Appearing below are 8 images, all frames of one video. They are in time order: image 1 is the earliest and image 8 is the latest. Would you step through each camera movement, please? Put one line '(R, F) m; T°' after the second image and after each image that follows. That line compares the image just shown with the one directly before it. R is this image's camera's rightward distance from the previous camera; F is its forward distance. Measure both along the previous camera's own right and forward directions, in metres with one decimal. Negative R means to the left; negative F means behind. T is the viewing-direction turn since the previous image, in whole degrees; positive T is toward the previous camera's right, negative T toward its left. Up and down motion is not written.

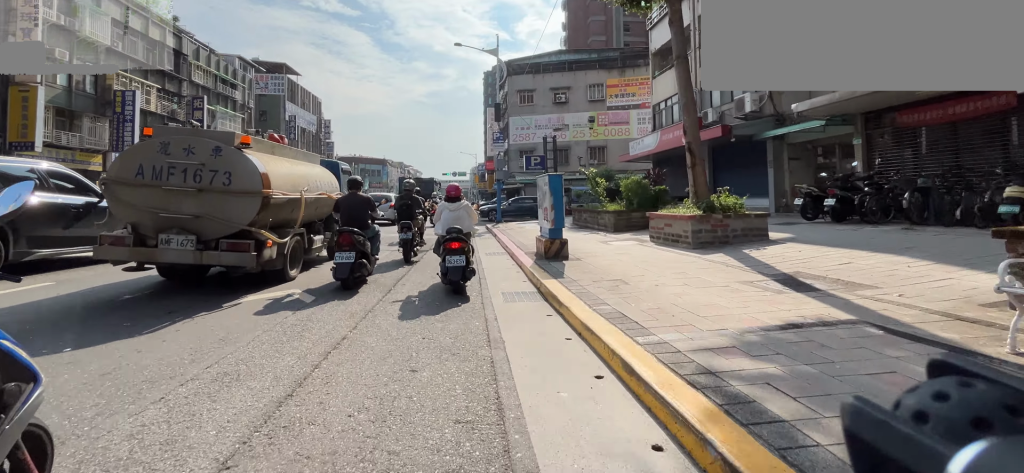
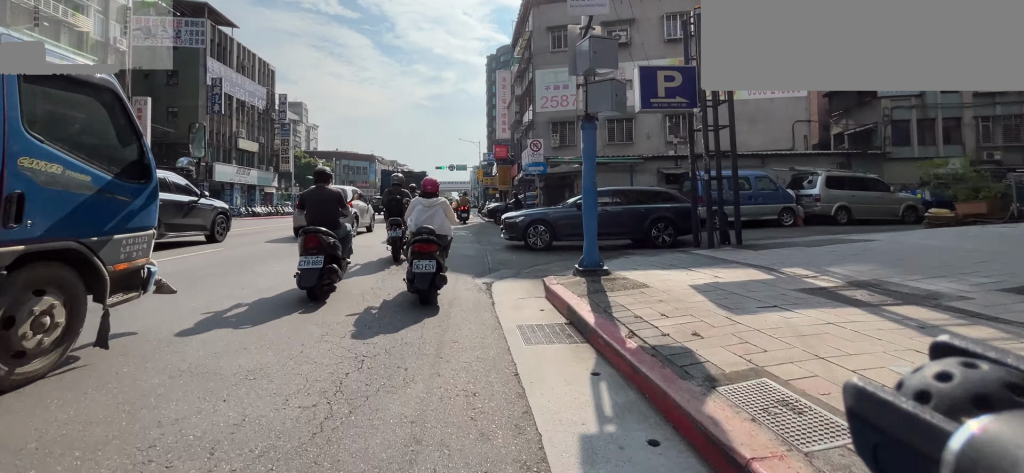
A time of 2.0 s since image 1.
(-0.1, +15.3) m; -1°
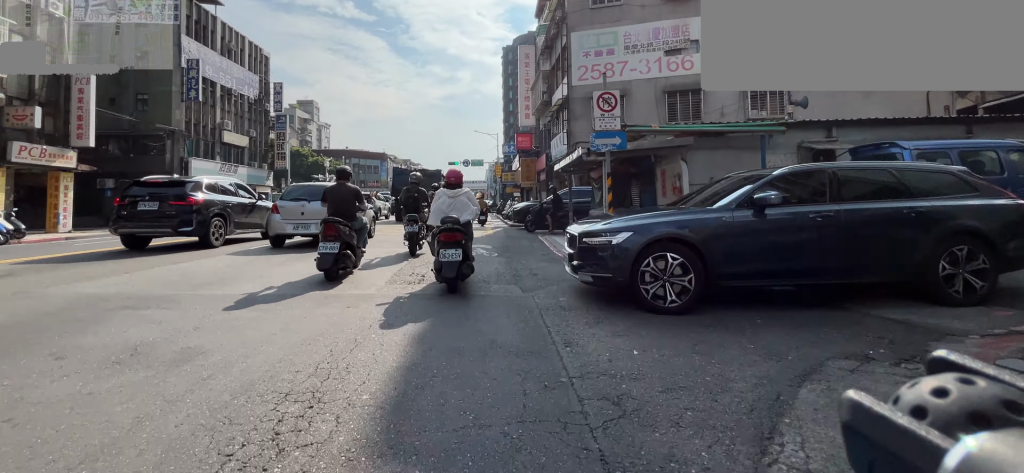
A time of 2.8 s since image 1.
(0.0, +6.3) m; 0°
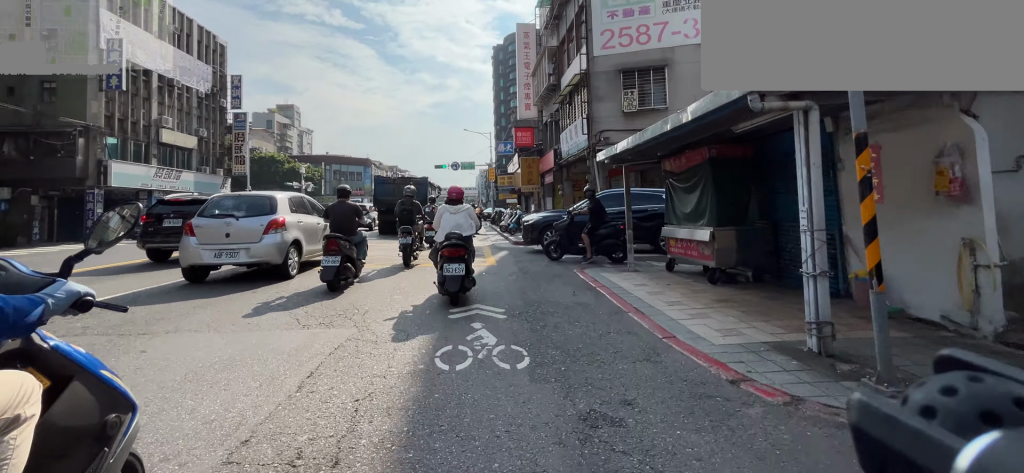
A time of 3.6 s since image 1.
(0.0, +6.1) m; 0°
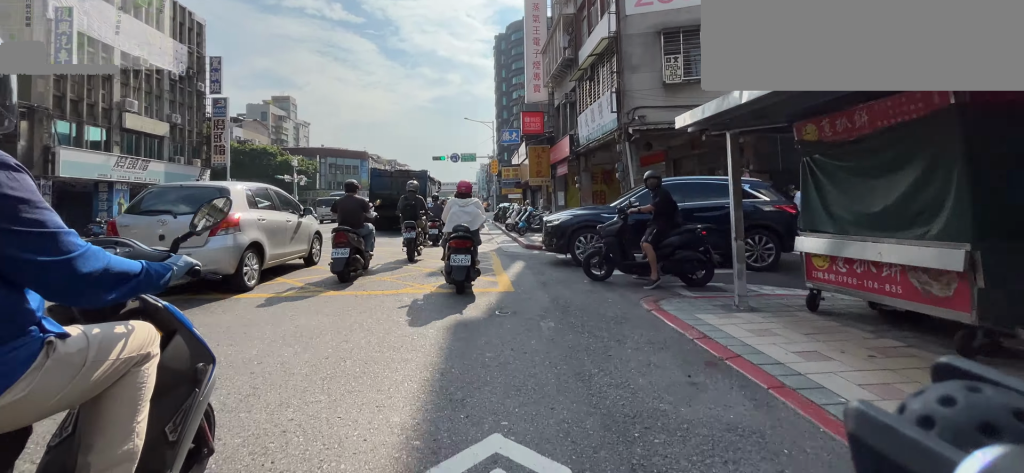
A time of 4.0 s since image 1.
(0.0, +4.0) m; 0°
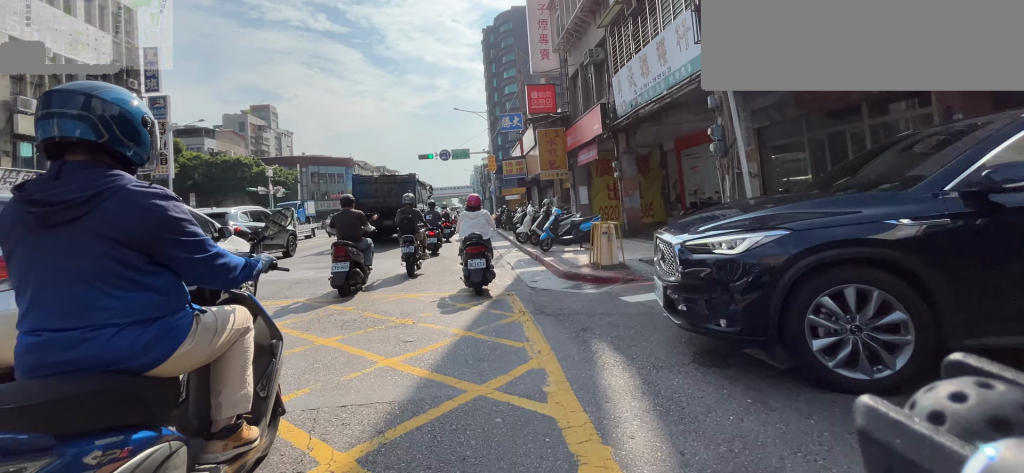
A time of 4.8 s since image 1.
(0.0, +6.8) m; 0°
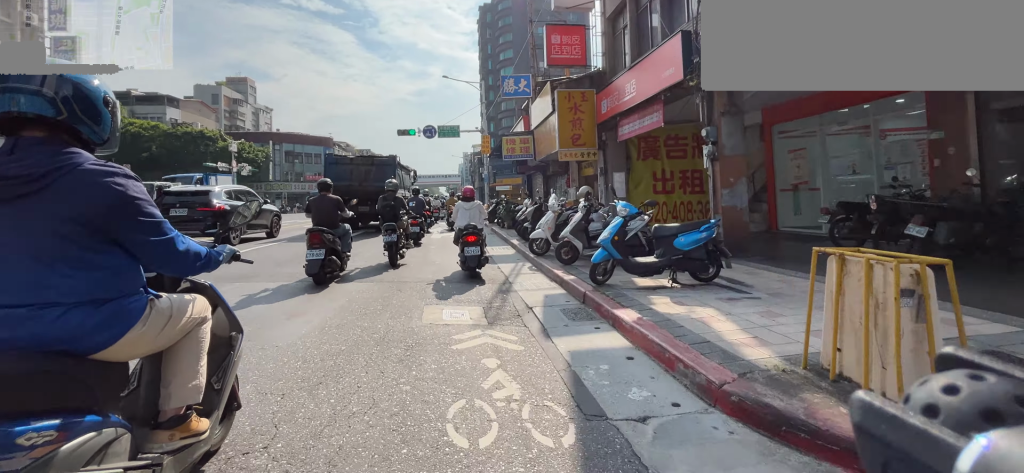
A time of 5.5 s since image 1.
(0.0, +6.6) m; 0°
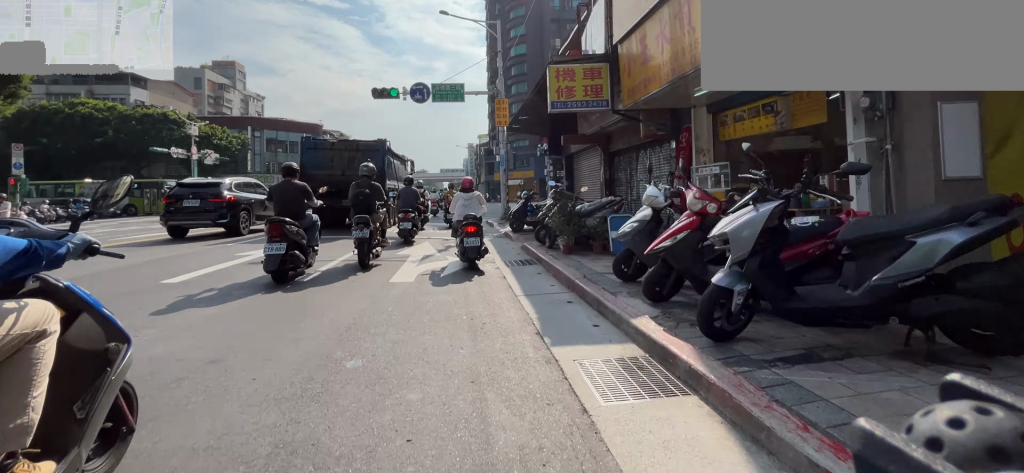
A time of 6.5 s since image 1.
(0.0, +9.8) m; -1°
